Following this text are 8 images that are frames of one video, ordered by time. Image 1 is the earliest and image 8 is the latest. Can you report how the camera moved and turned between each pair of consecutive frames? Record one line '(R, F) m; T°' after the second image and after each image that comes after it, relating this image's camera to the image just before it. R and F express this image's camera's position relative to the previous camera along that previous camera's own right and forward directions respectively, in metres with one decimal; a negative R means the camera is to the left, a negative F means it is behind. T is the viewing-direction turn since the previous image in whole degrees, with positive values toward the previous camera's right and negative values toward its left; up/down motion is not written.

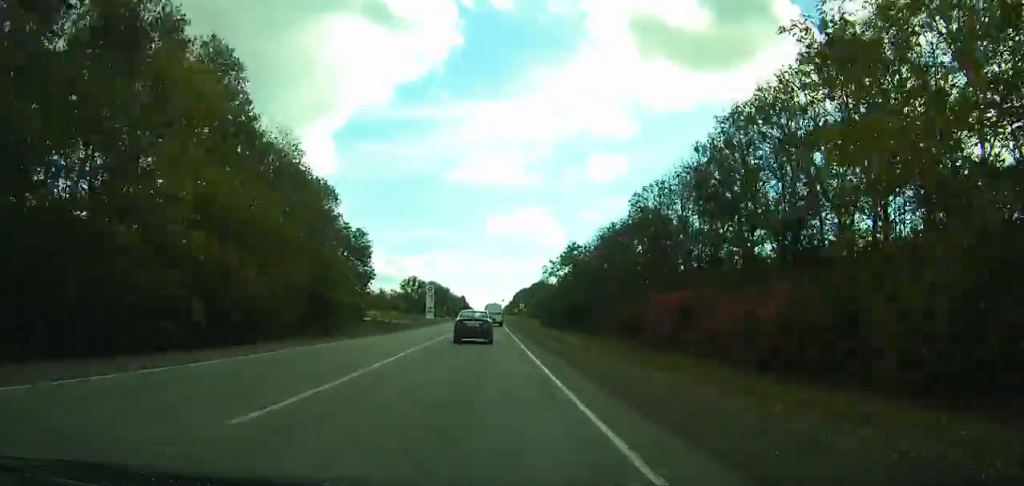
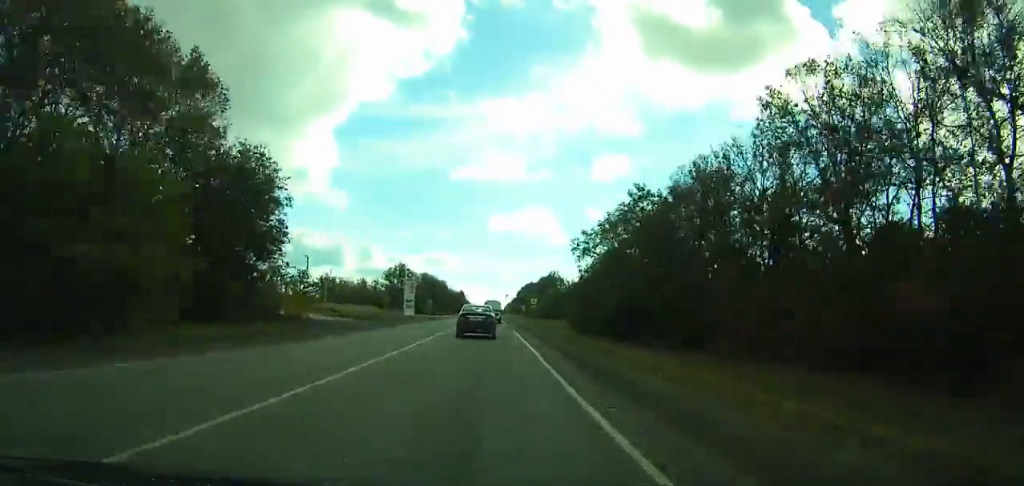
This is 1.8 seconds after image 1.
(-0.1, +34.7) m; -2°
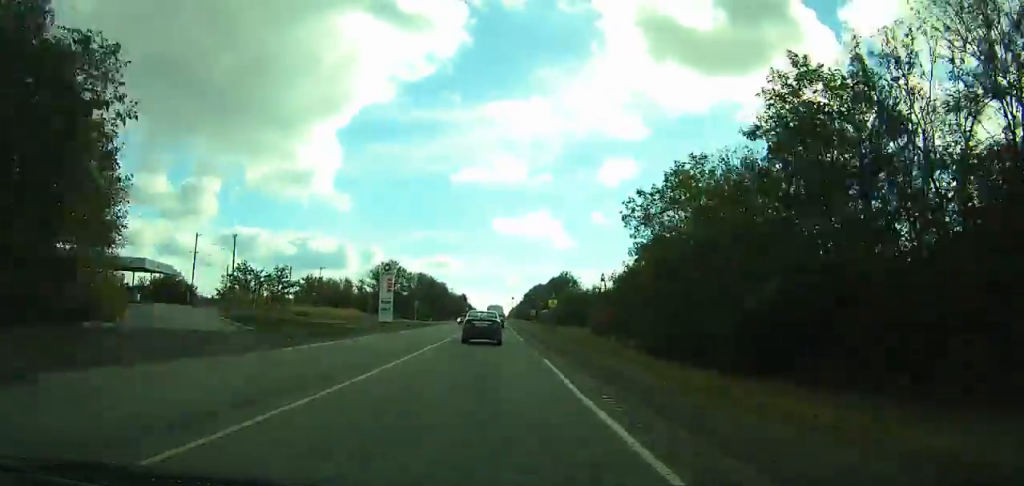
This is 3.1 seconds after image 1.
(+0.5, +25.1) m; -2°
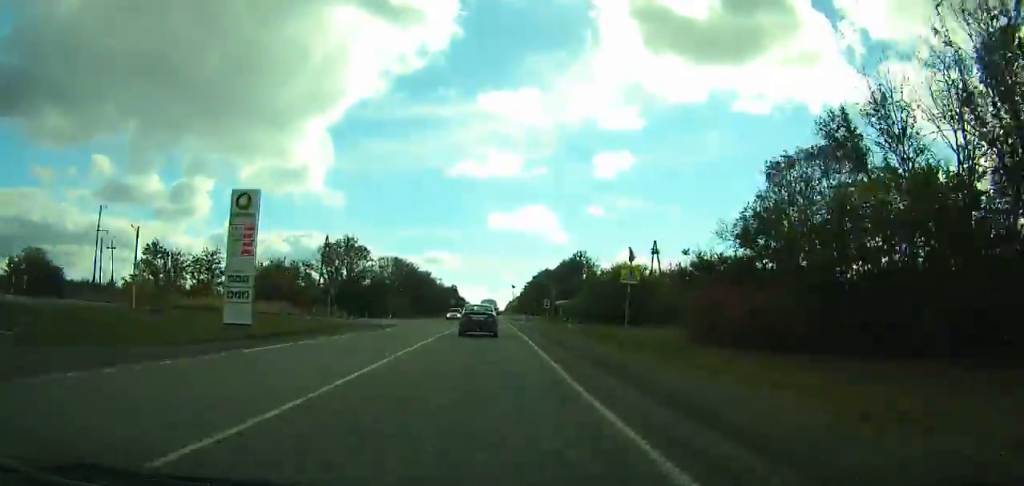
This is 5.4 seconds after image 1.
(-2.1, +44.5) m; +1°
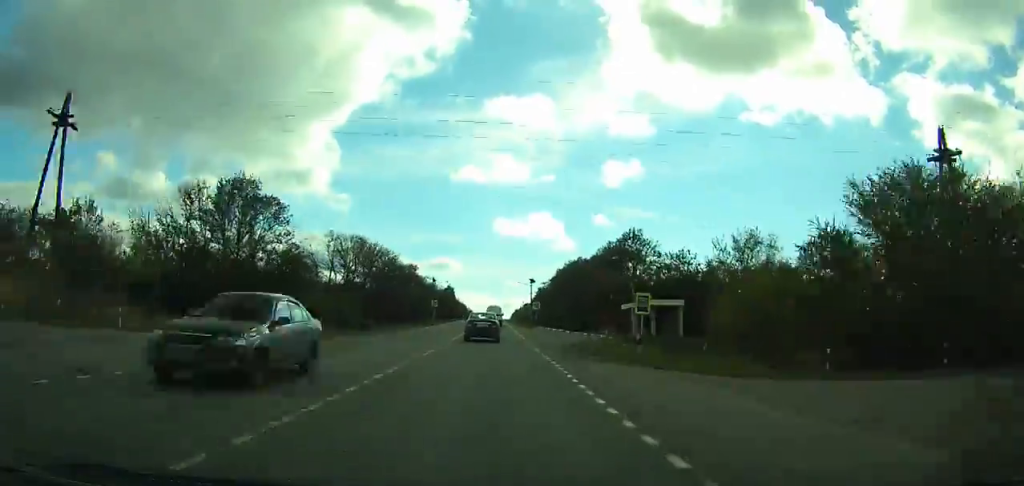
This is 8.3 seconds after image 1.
(+2.5, +55.4) m; +4°
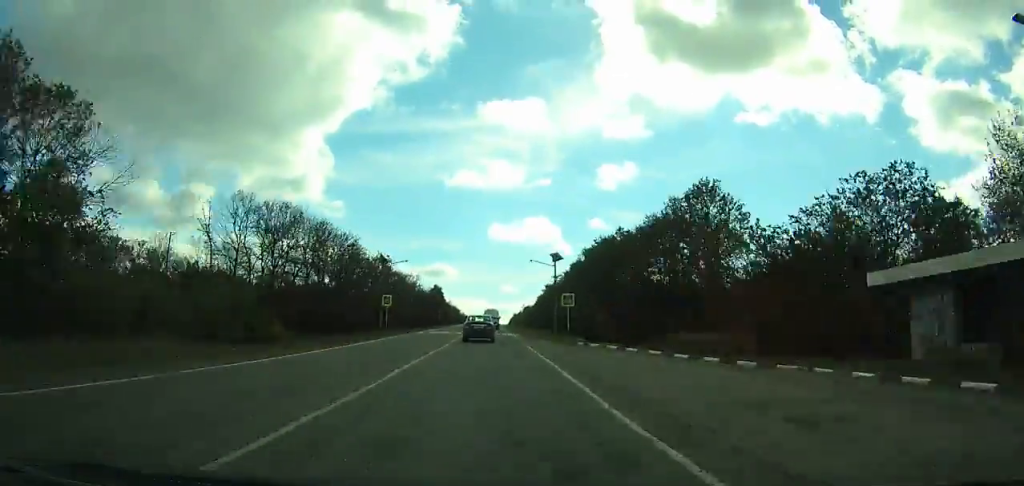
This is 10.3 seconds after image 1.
(+2.2, +38.2) m; +1°
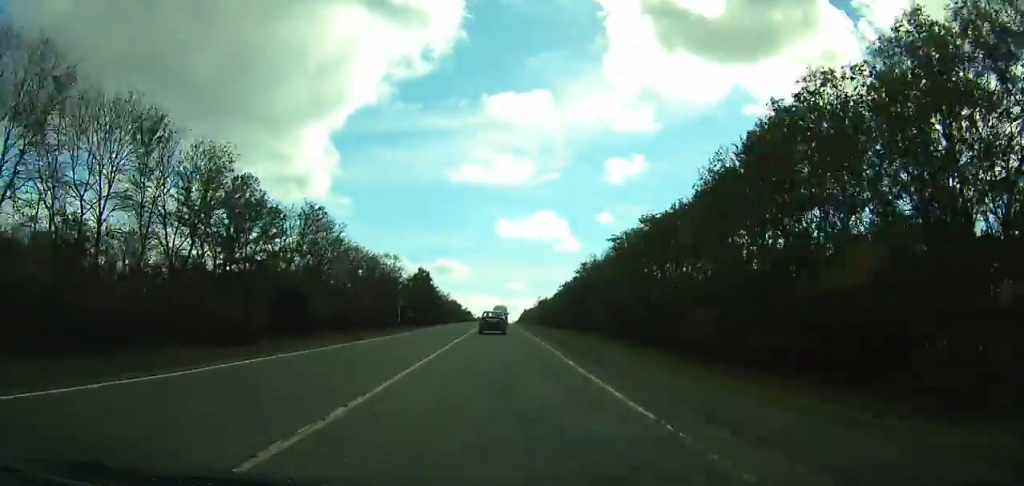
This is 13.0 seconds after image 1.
(-2.4, +52.4) m; -3°
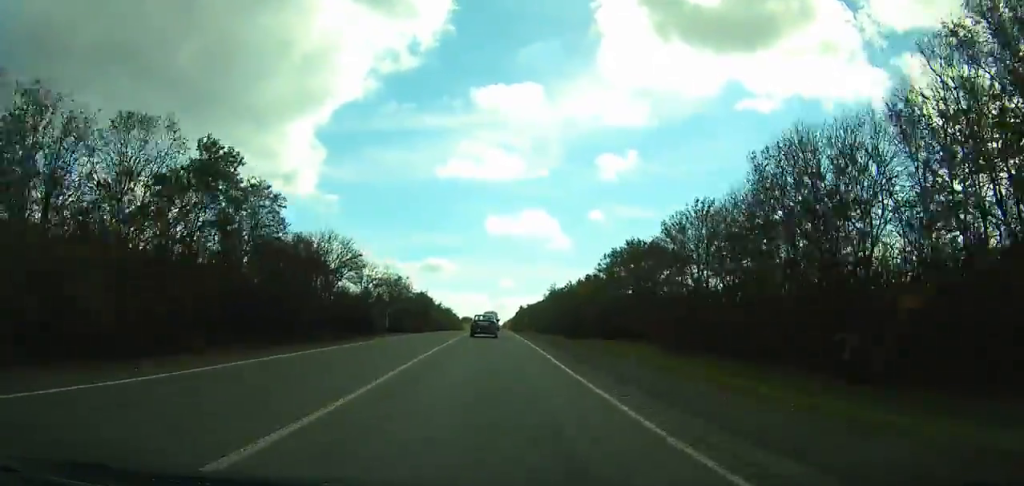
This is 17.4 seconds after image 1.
(-0.2, +92.3) m; 0°
